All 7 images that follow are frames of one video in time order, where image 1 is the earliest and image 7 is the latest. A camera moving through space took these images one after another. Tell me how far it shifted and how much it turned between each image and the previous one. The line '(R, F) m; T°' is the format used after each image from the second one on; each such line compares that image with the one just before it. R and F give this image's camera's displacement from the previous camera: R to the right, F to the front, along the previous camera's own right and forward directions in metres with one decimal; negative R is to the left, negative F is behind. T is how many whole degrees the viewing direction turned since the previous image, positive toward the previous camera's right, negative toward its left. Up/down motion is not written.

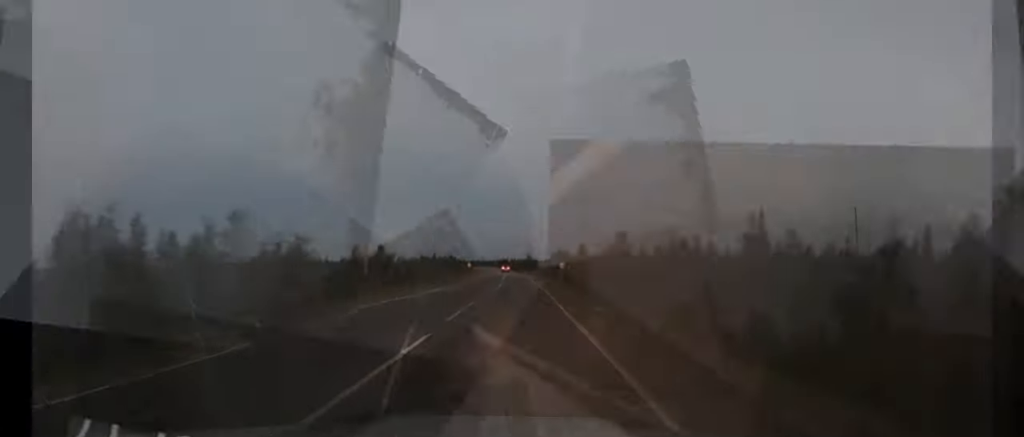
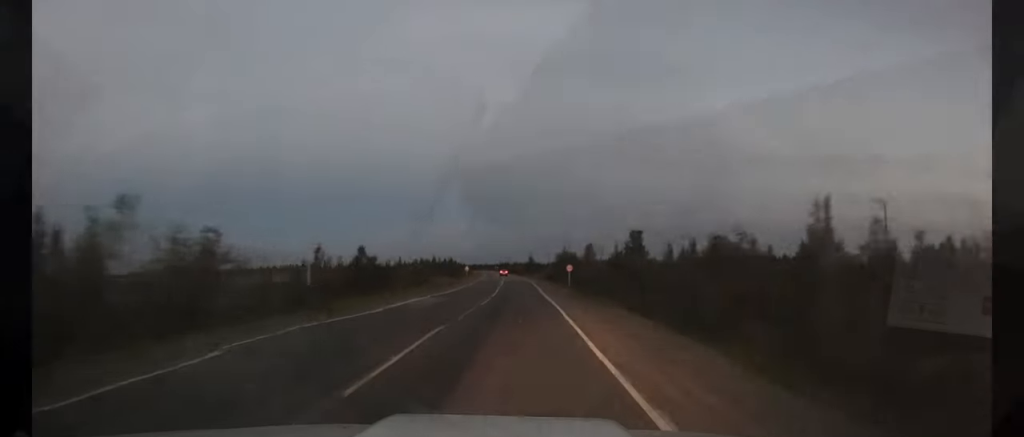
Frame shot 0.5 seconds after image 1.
(0.0, +8.6) m; 0°
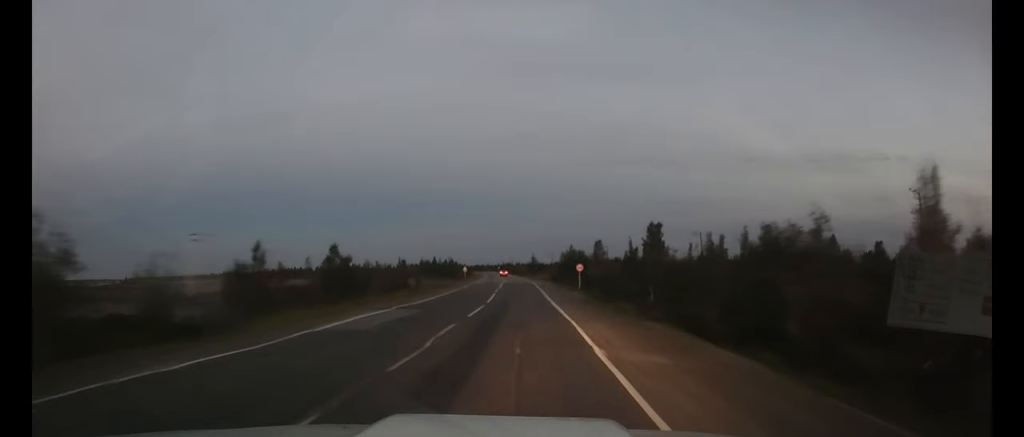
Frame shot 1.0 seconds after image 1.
(0.0, +9.2) m; 0°
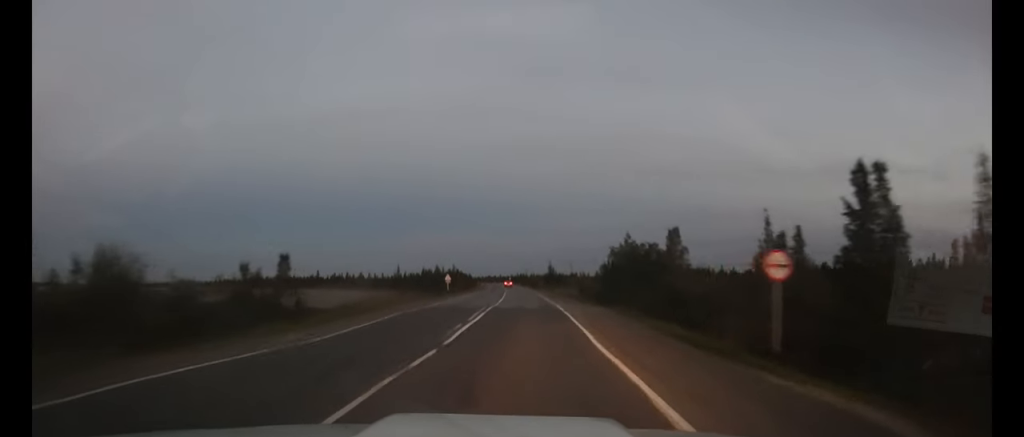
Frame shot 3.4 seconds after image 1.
(-0.4, +40.7) m; -1°
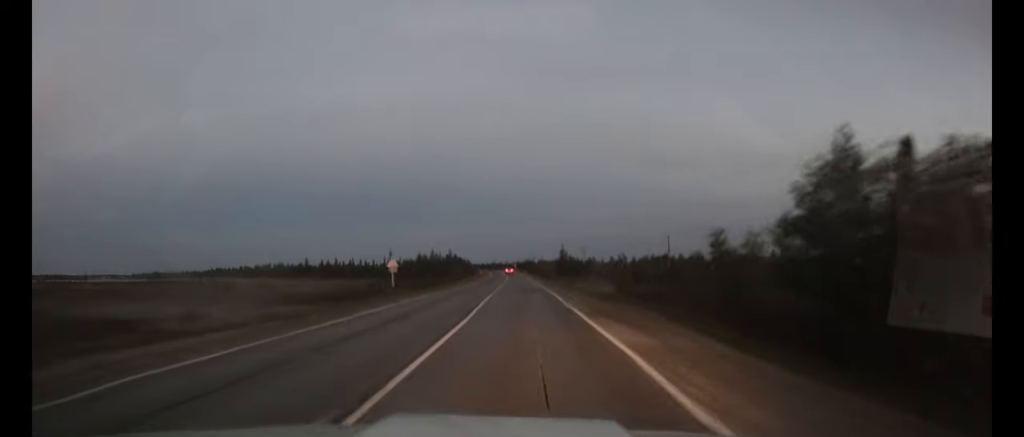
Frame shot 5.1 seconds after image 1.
(-0.4, +31.8) m; -1°
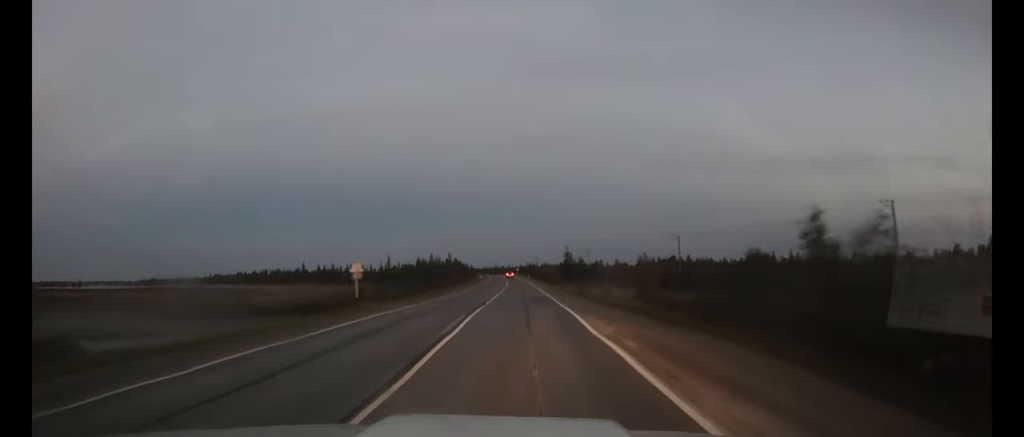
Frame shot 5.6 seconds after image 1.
(0.0, +8.8) m; 0°
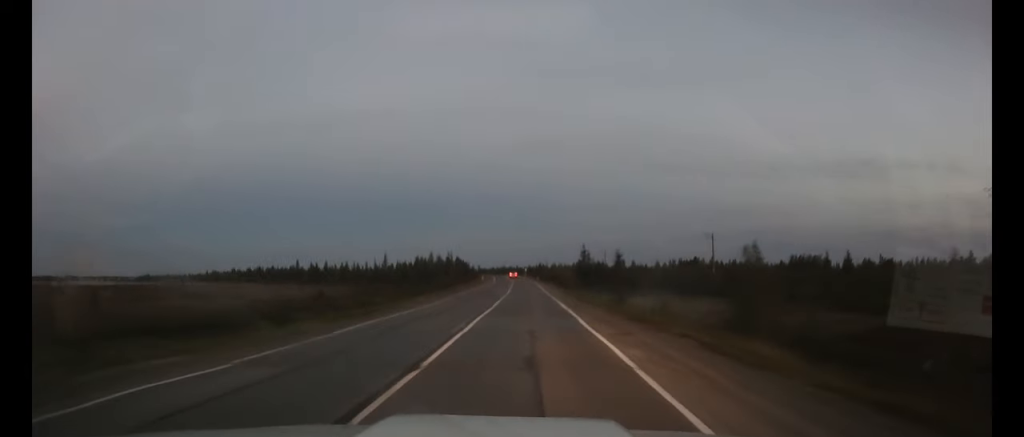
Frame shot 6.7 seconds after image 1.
(-0.1, +21.8) m; -1°
